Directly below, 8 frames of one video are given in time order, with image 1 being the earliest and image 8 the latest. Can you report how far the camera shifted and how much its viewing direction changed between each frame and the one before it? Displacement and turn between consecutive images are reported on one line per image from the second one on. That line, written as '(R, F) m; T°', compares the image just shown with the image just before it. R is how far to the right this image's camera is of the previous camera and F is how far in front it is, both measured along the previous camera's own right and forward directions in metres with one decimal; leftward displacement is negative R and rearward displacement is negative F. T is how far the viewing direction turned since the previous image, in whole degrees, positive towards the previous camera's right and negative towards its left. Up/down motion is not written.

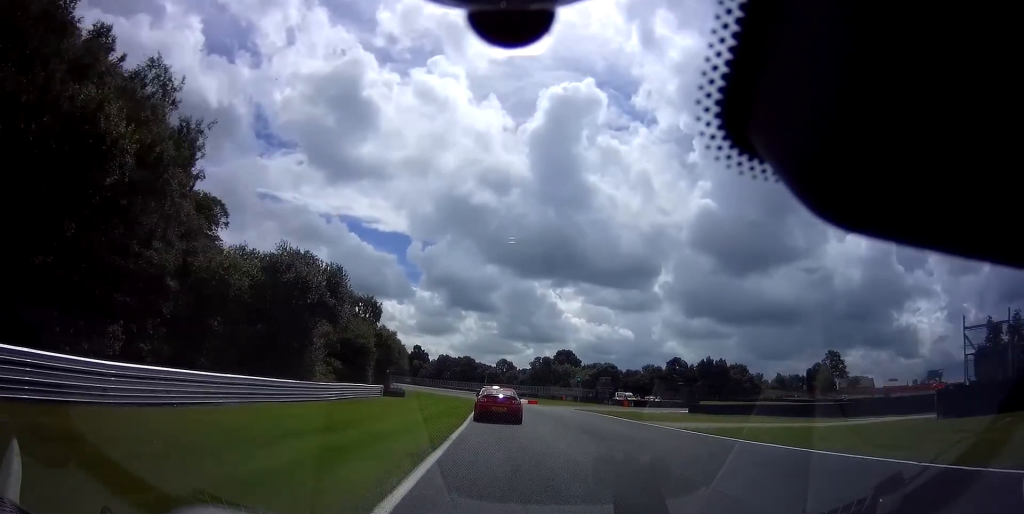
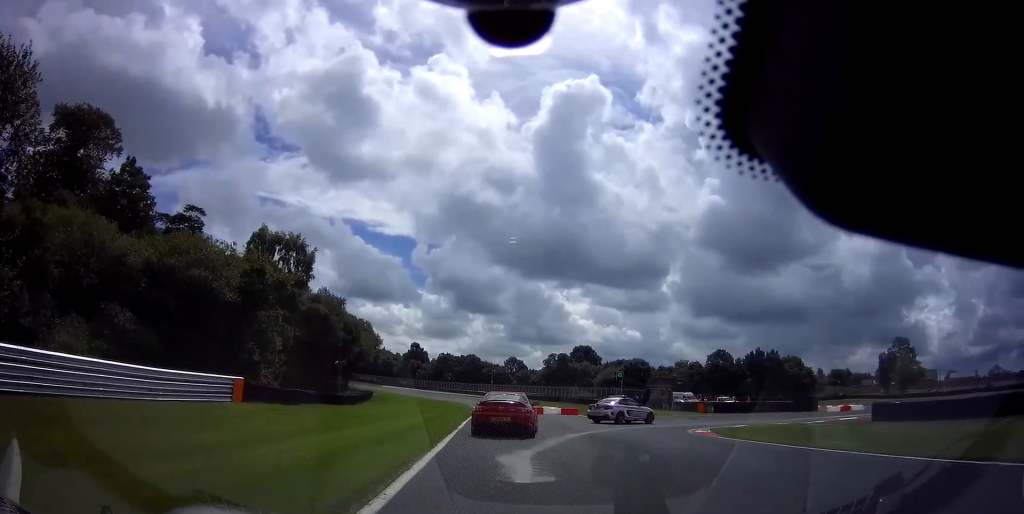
(-0.3, +31.7) m; -1°
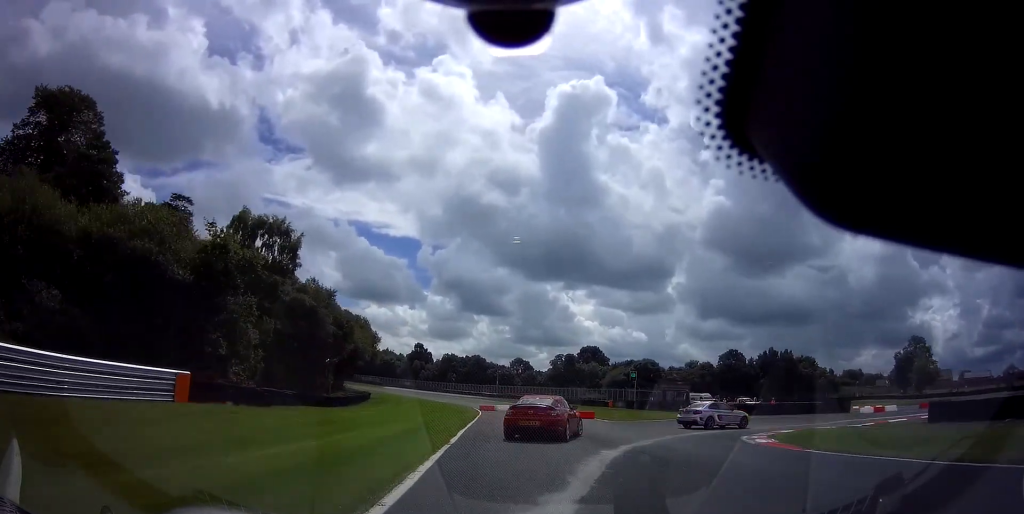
(0.0, +4.9) m; 0°
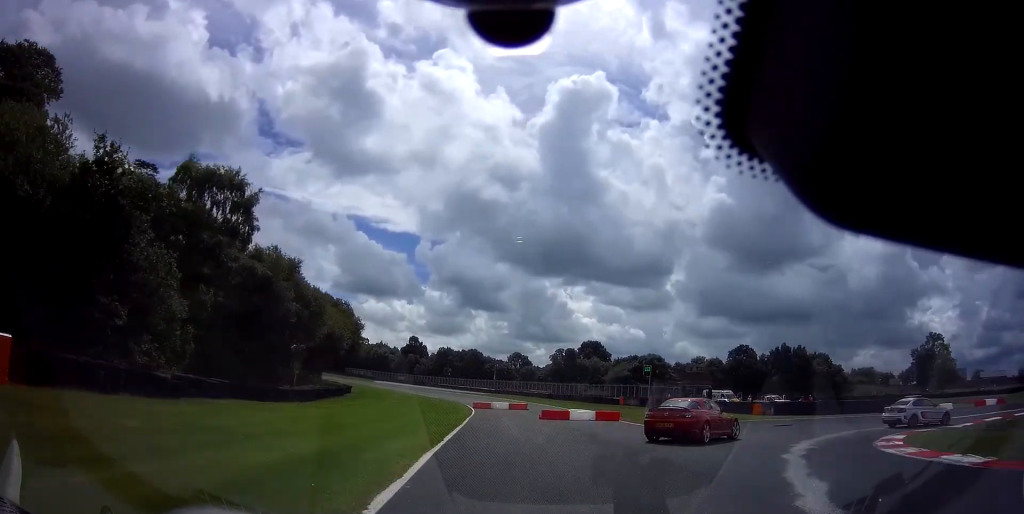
(0.0, +8.1) m; +8°
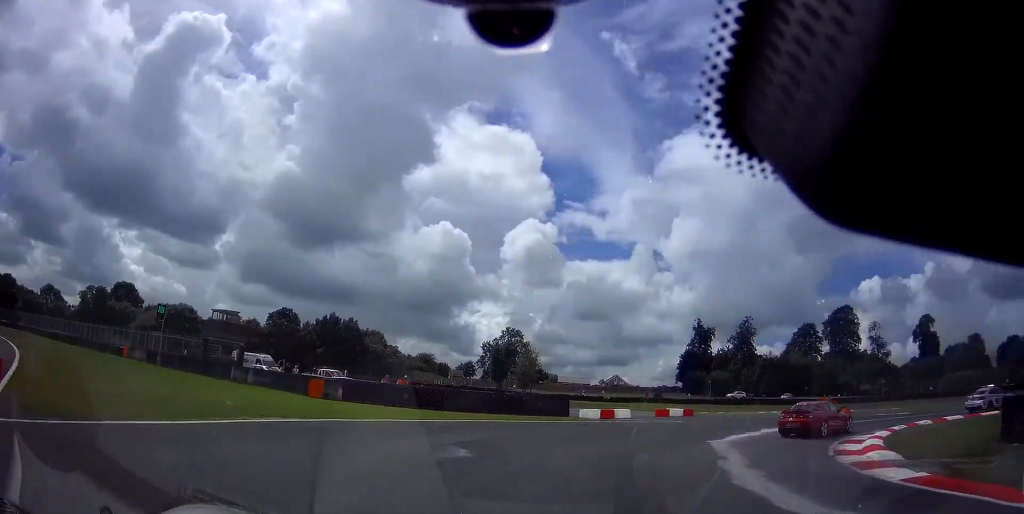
(+6.4, +16.8) m; +51°
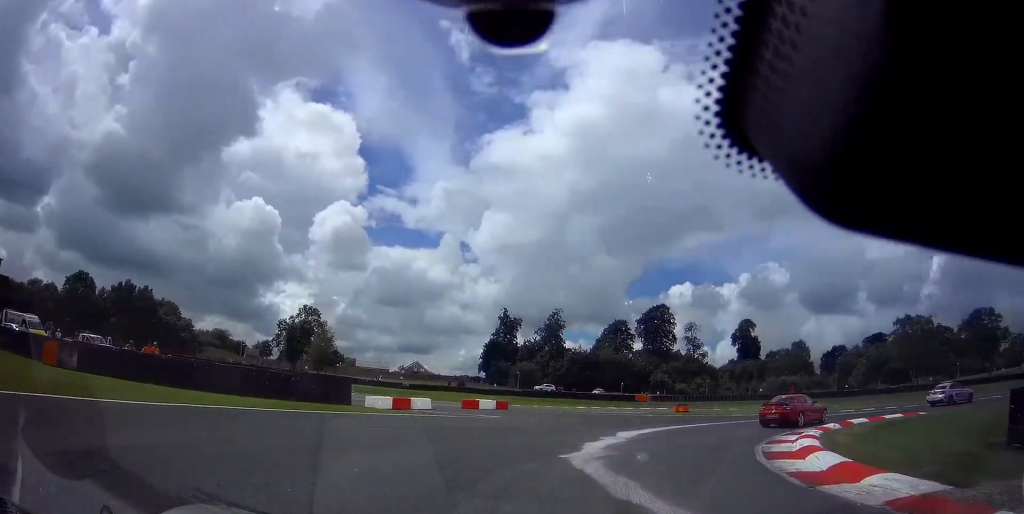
(+0.5, +6.2) m; +21°
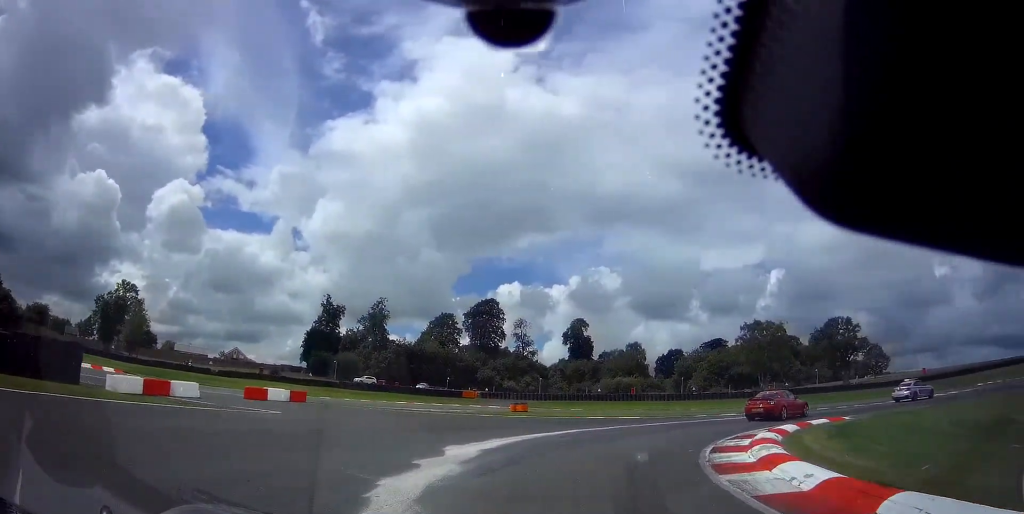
(+1.6, +6.5) m; +18°
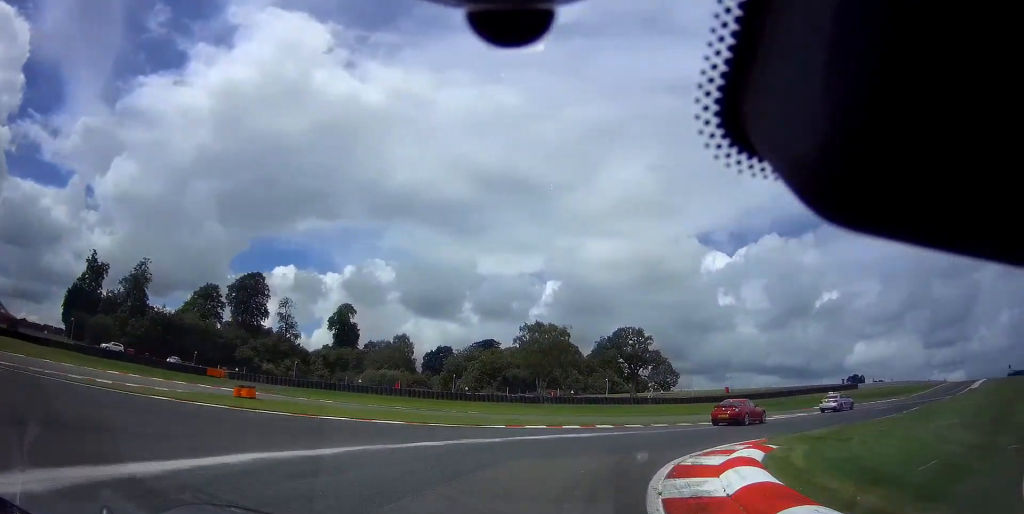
(+2.1, +9.2) m; +23°
